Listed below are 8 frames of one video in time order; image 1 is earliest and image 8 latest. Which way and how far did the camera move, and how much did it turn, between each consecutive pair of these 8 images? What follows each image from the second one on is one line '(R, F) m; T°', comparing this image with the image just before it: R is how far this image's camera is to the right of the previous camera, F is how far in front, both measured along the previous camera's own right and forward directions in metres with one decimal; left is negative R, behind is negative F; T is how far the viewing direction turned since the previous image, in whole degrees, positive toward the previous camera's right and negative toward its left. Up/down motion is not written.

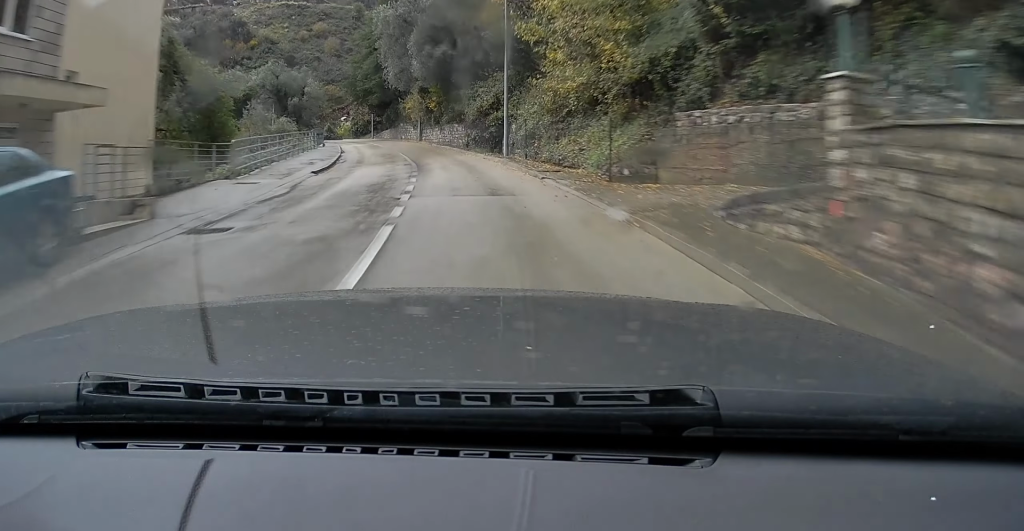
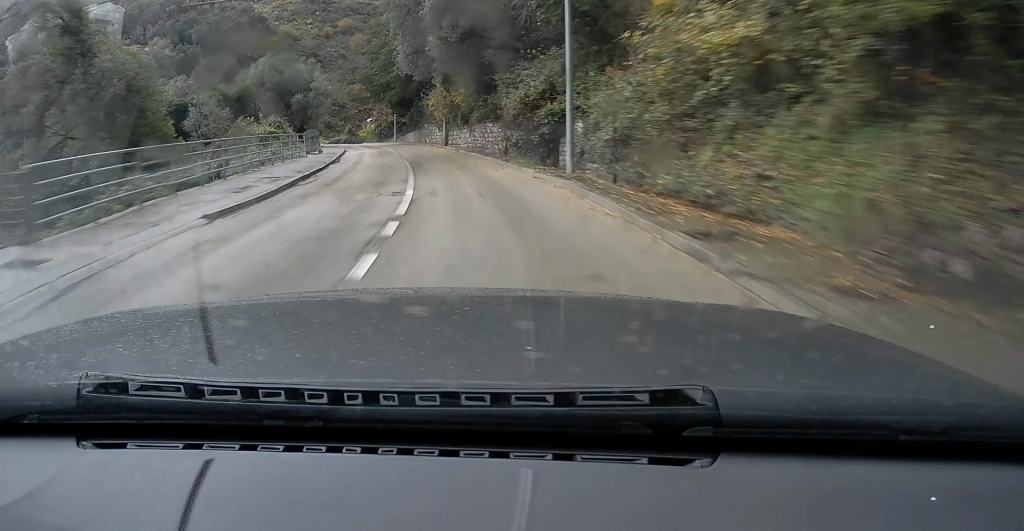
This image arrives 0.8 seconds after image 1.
(0.0, +10.3) m; -2°
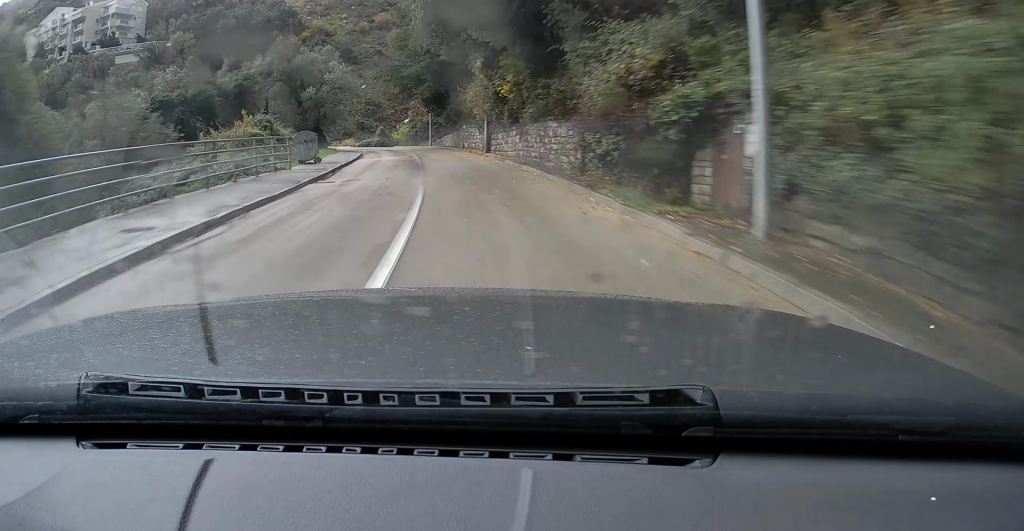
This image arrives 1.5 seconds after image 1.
(-0.3, +9.3) m; -2°
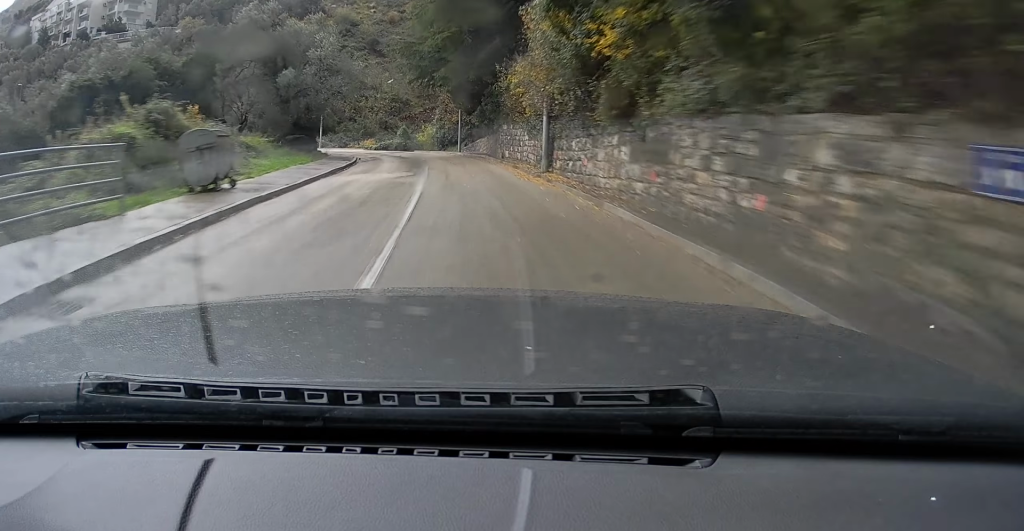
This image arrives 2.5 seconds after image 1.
(-0.4, +13.3) m; -5°
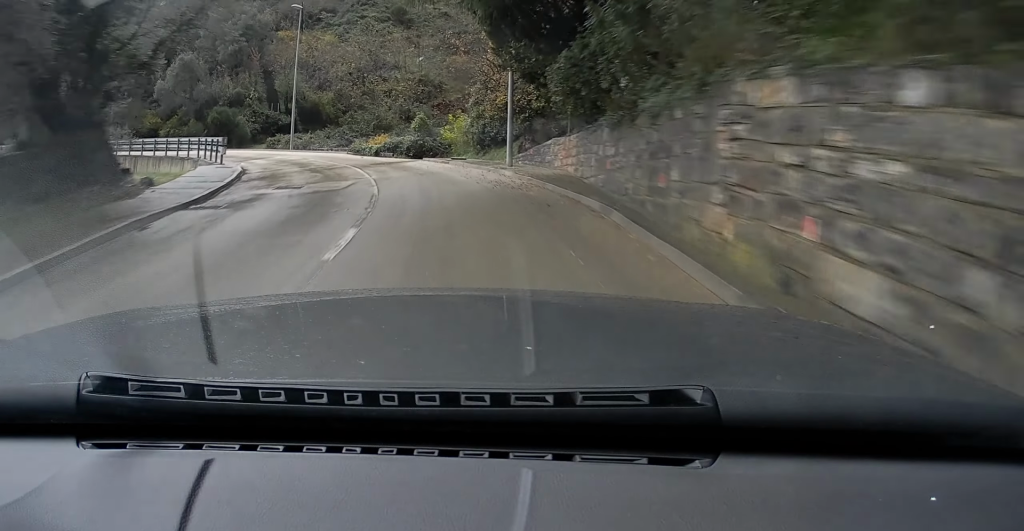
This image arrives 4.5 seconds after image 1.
(-2.1, +25.1) m; -6°
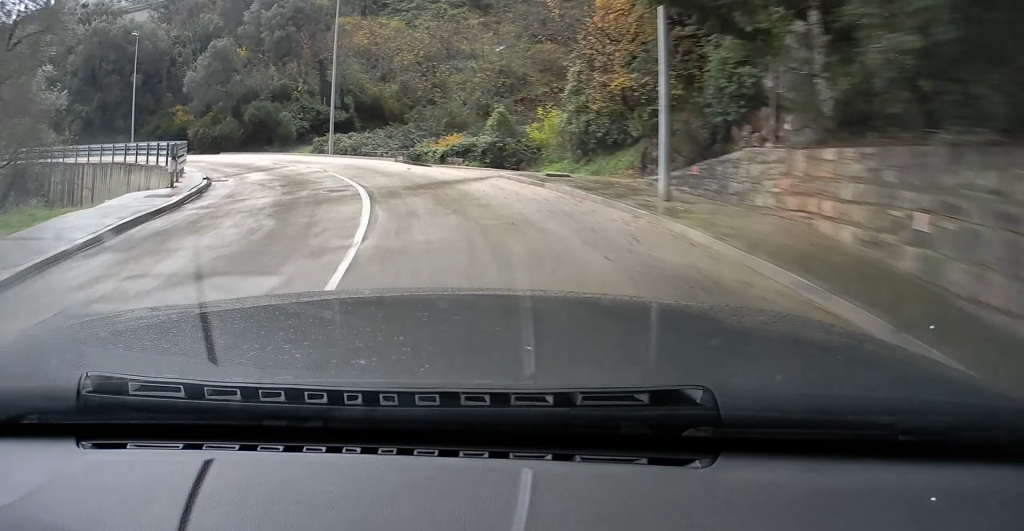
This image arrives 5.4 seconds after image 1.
(+0.1, +10.9) m; -2°
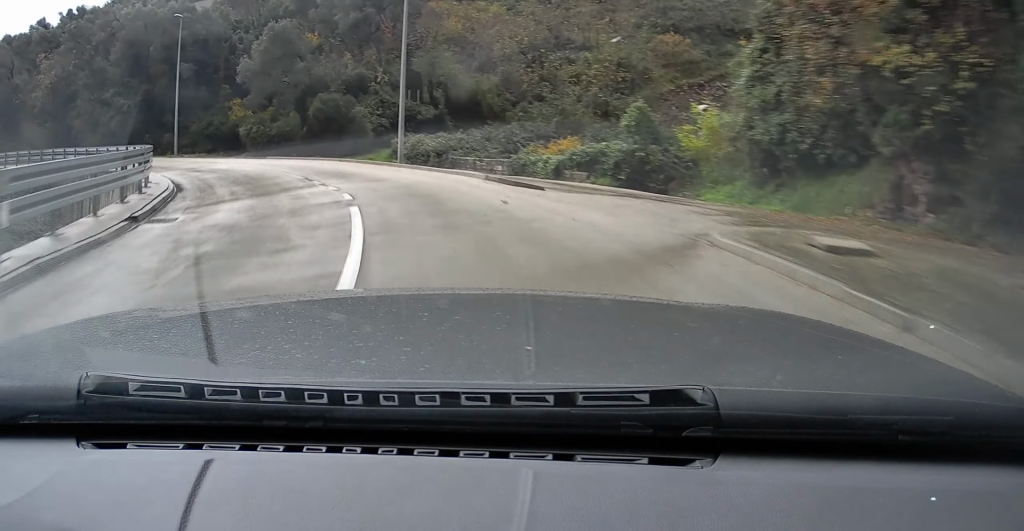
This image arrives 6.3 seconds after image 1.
(-0.4, +10.2) m; -9°
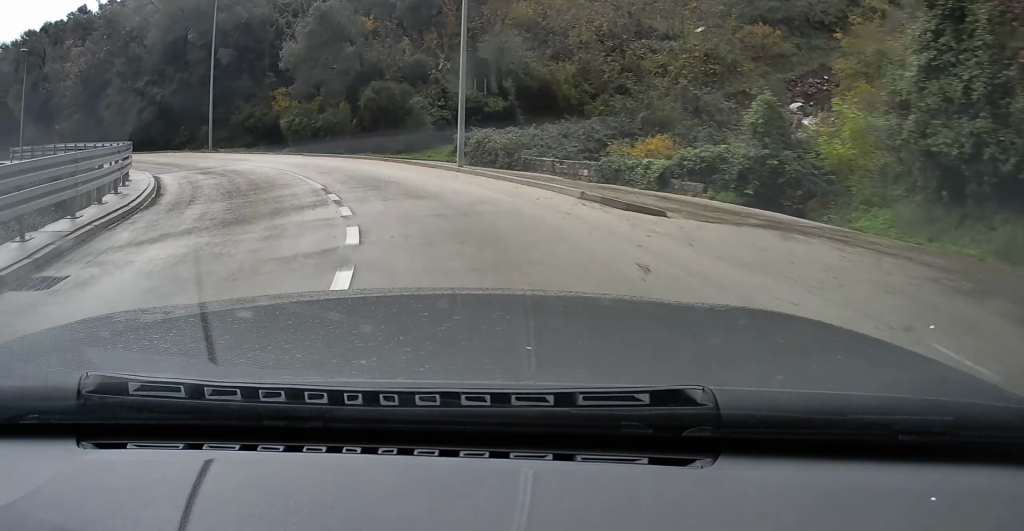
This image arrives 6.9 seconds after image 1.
(+0.1, +5.6) m; -8°
